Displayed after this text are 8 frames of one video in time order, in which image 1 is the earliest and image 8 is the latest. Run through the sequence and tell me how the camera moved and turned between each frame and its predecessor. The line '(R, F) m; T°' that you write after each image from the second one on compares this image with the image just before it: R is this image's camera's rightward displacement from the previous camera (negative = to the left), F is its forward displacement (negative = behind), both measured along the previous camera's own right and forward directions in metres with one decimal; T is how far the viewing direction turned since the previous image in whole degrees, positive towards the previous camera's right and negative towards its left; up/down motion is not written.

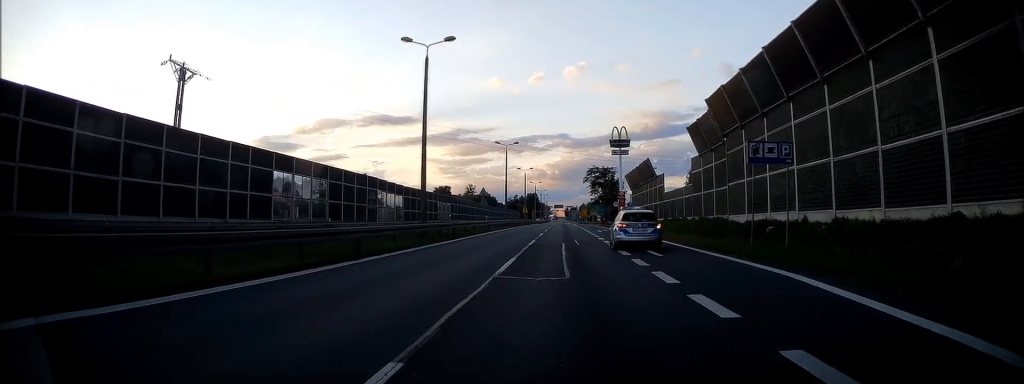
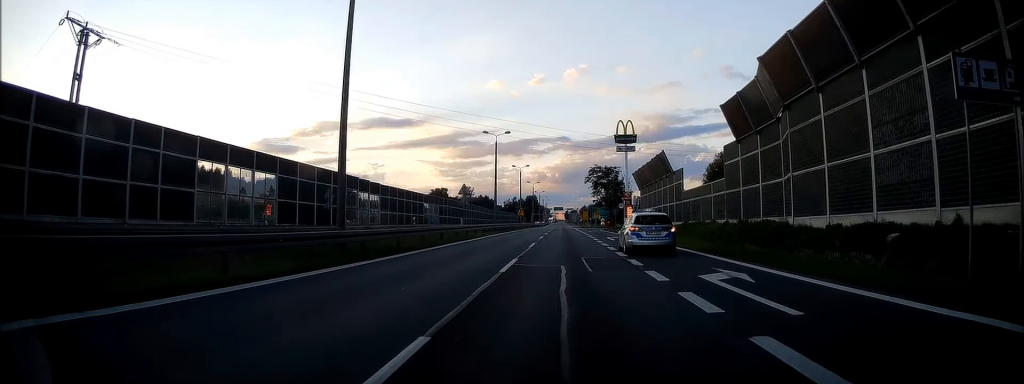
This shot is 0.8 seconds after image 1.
(0.0, +11.6) m; 0°
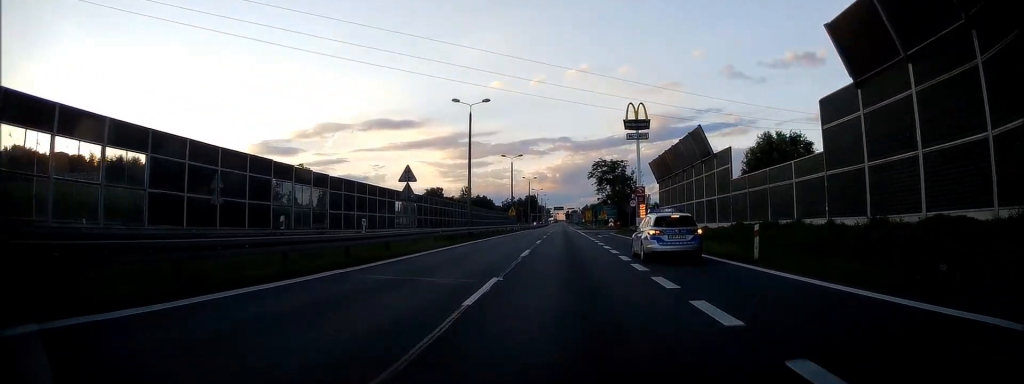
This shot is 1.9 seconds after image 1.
(-0.1, +17.6) m; 0°
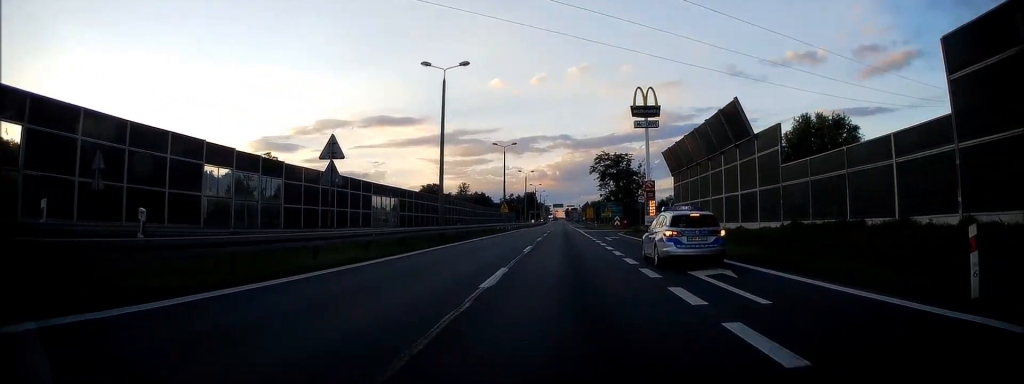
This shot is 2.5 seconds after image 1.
(0.0, +10.0) m; 0°
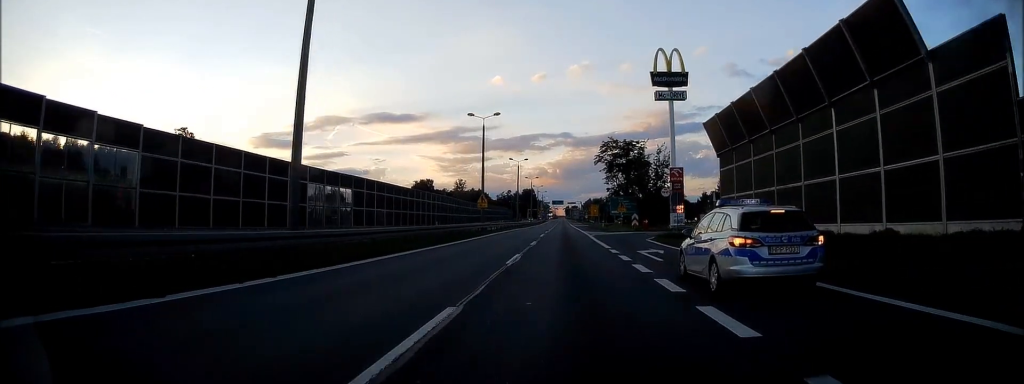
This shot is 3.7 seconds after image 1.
(+0.1, +18.7) m; 0°
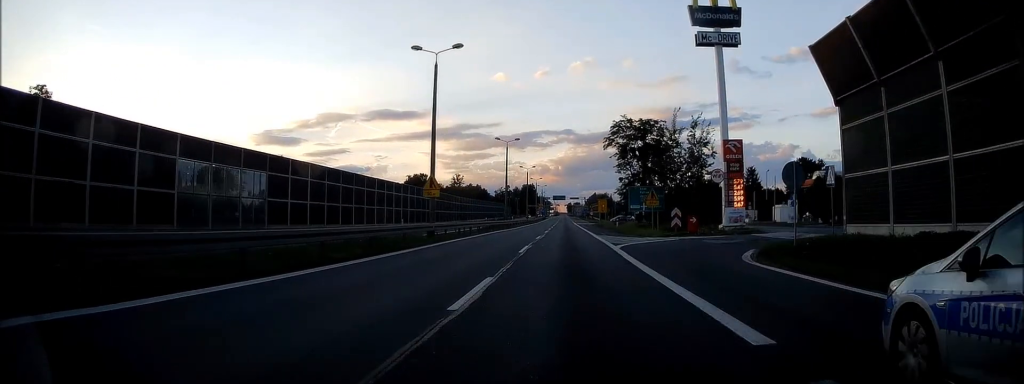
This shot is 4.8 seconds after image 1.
(-0.1, +20.0) m; 0°
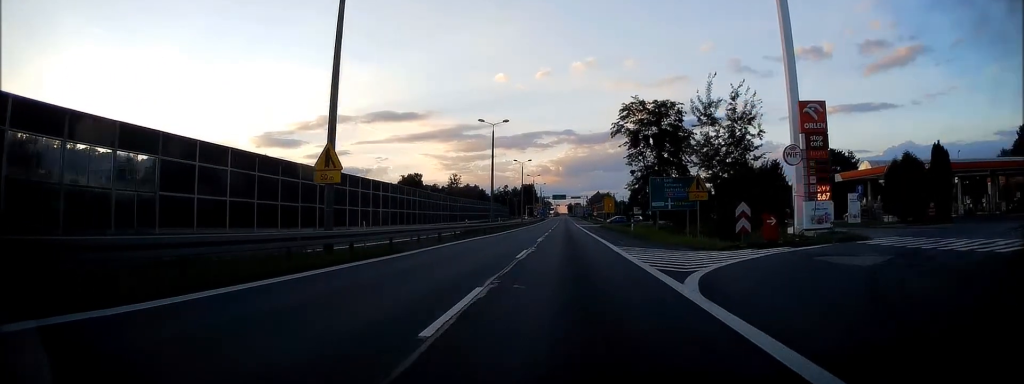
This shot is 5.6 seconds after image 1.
(-0.1, +13.9) m; 0°
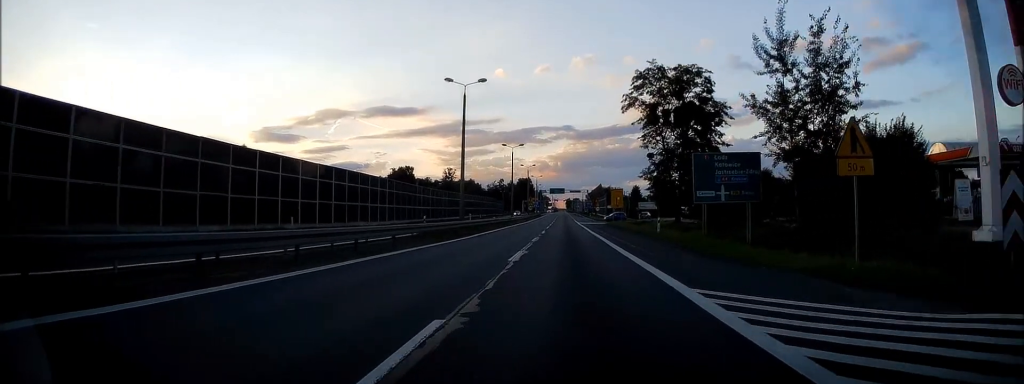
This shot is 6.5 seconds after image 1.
(+0.2, +15.8) m; 0°
